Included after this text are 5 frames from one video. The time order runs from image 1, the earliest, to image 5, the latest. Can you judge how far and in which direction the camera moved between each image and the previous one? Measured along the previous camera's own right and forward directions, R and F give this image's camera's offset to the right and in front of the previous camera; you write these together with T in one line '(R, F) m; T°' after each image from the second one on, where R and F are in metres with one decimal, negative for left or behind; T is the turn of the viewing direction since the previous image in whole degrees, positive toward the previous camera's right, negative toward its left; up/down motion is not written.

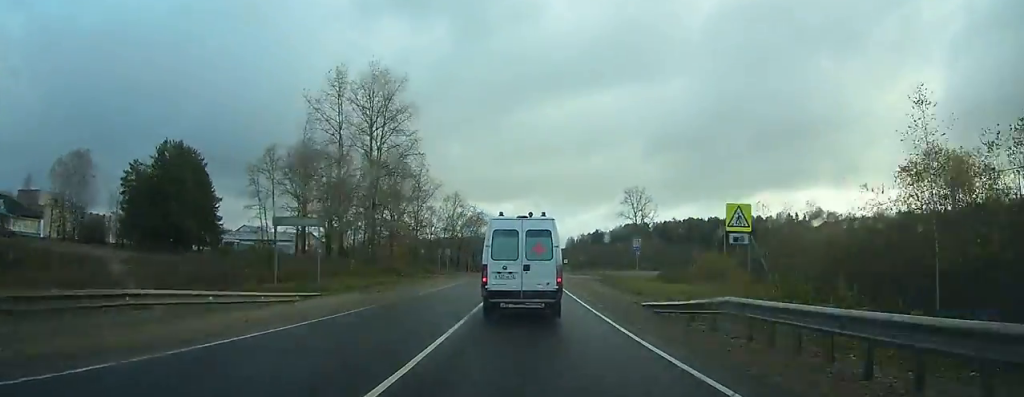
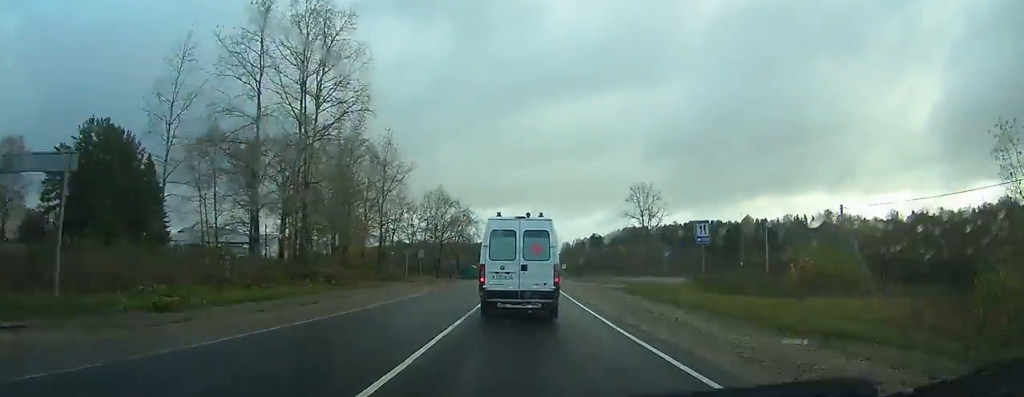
(+0.1, +18.3) m; 0°
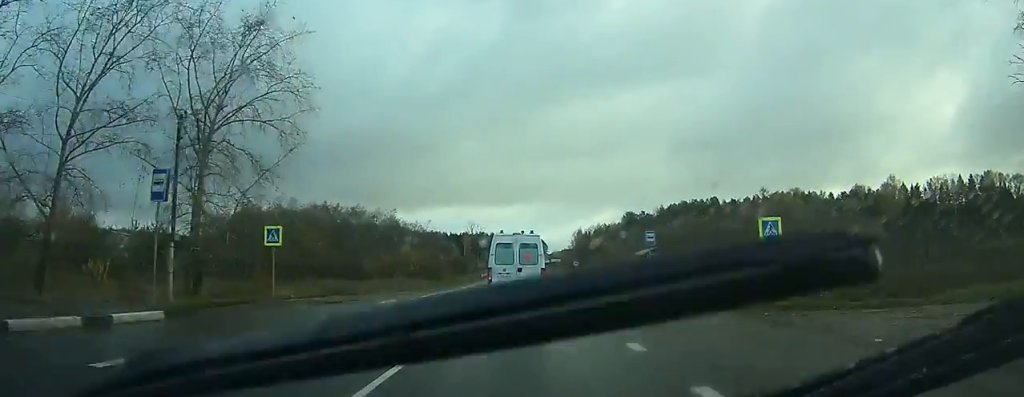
(+0.5, +127.4) m; 0°
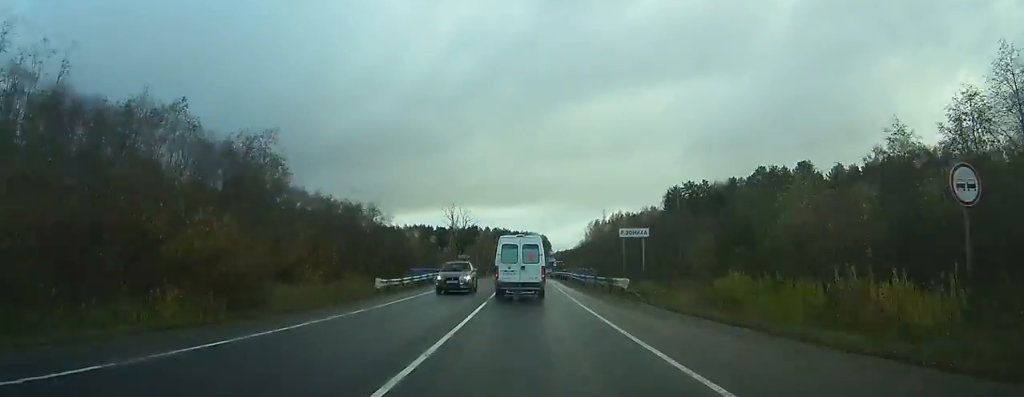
(-0.6, +70.0) m; -1°
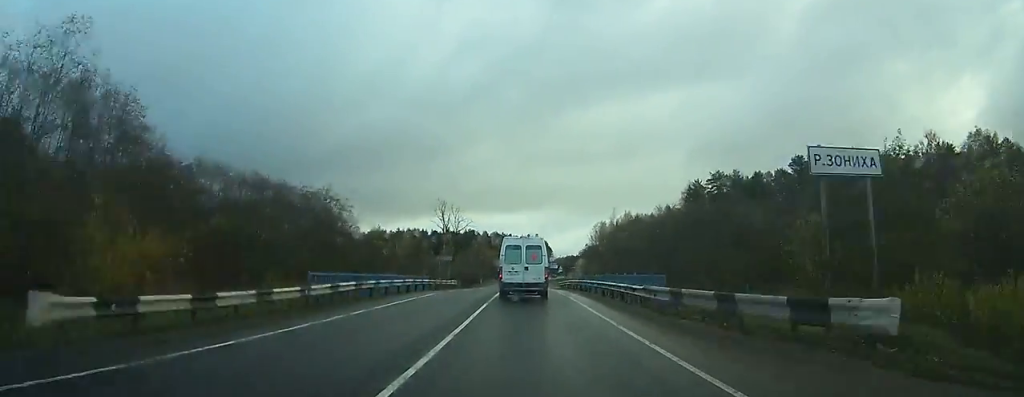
(0.0, +20.3) m; 0°
